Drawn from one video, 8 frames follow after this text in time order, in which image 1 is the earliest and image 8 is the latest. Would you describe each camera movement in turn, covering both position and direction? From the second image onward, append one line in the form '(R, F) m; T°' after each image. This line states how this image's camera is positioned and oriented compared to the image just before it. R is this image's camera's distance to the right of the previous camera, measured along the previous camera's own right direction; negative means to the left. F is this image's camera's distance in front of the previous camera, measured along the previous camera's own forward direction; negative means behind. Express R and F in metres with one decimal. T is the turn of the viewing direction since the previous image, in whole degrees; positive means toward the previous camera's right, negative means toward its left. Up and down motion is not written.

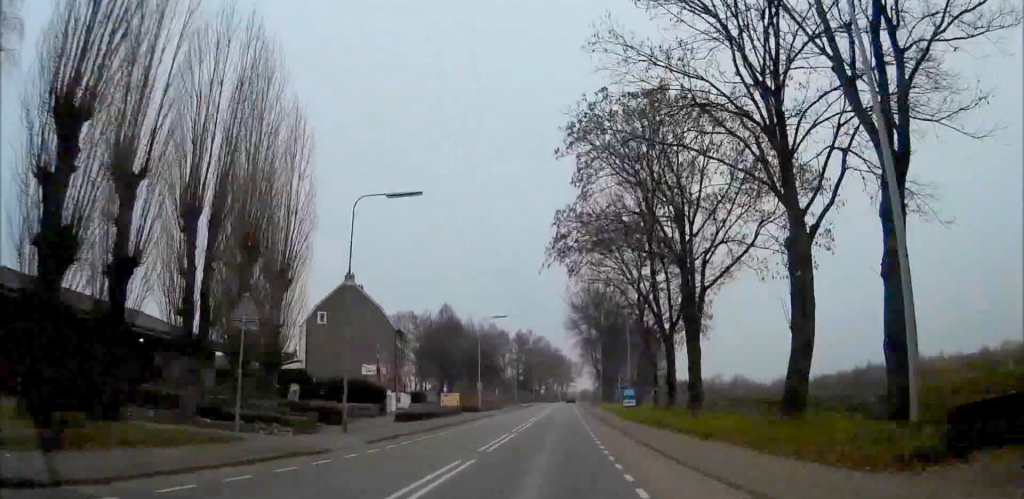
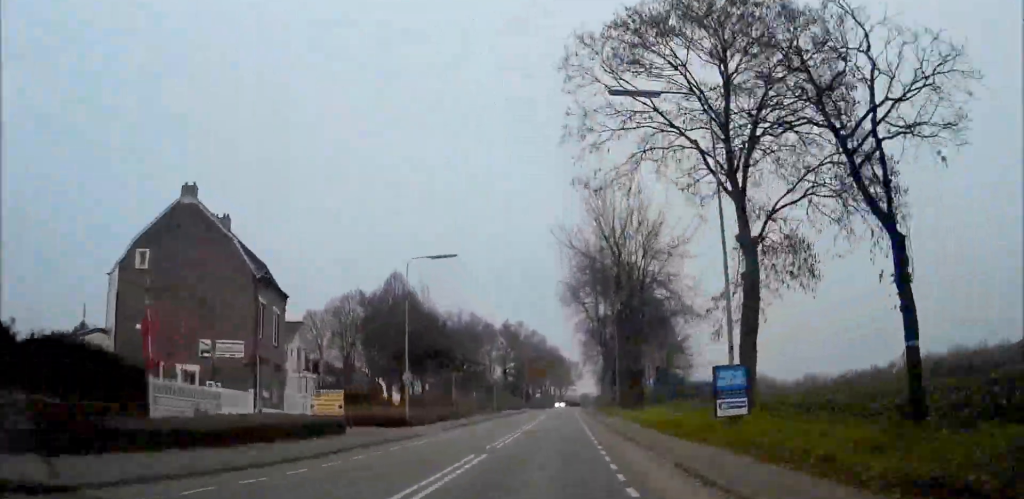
(+0.6, +31.6) m; +1°
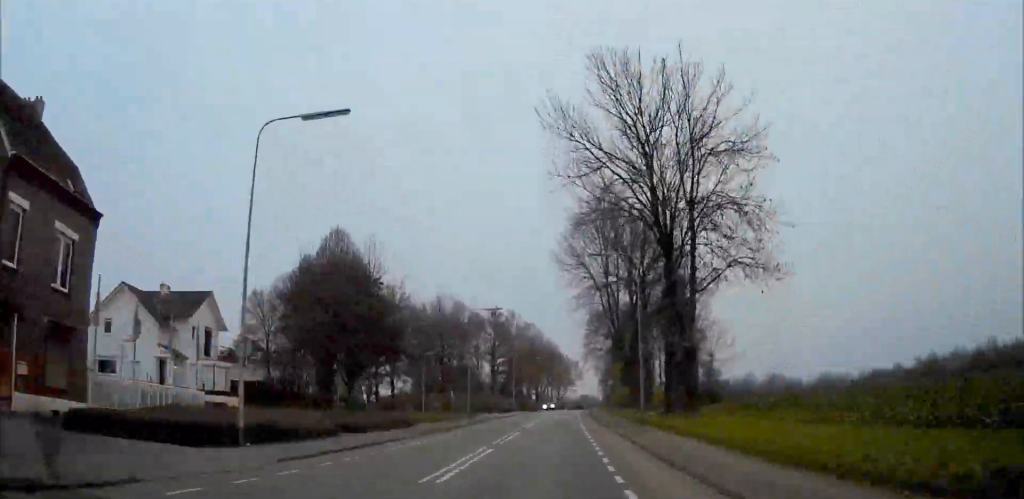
(+0.1, +20.4) m; 0°
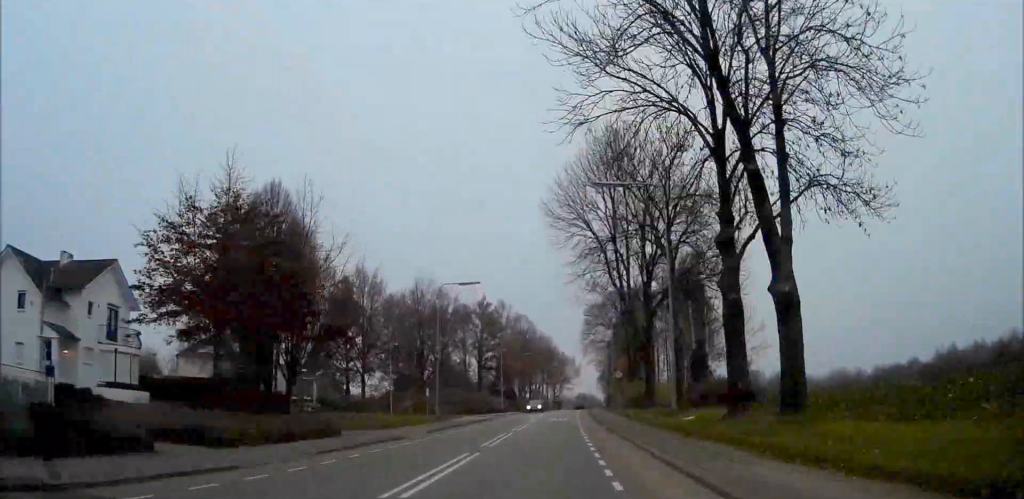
(+0.1, +13.3) m; 0°
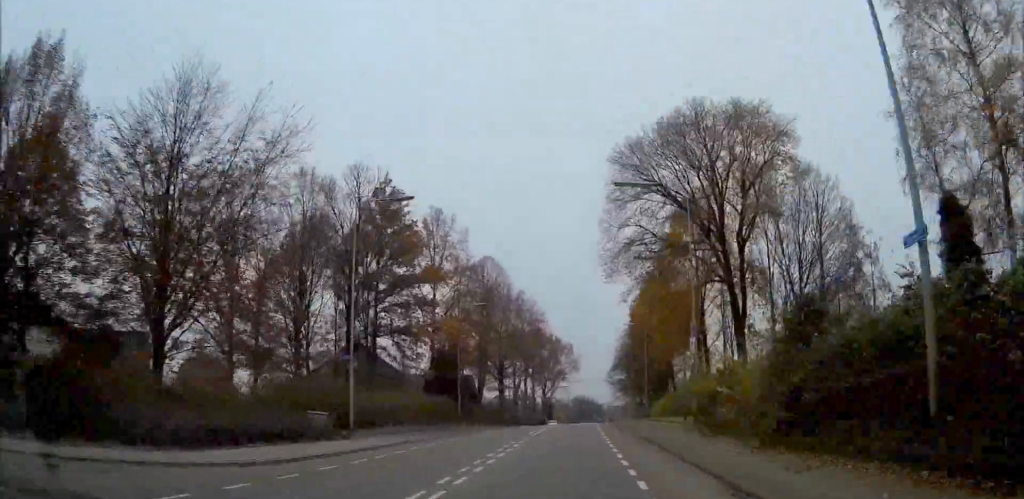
(-0.3, +62.1) m; 0°
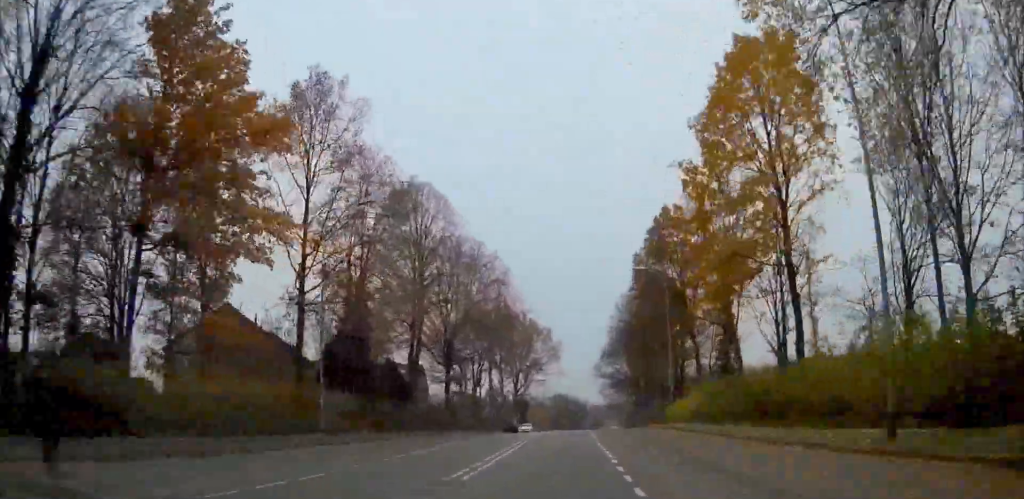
(+0.3, +28.4) m; 0°
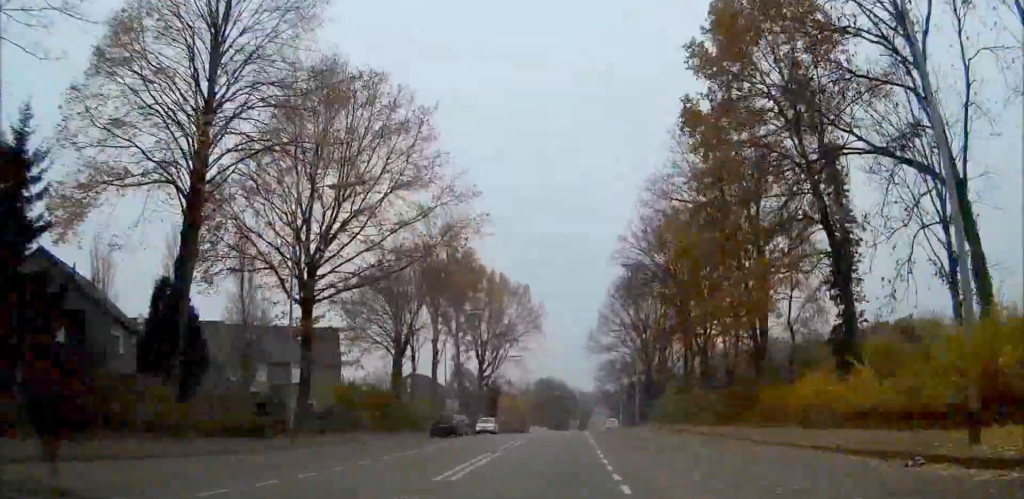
(0.0, +33.4) m; 0°
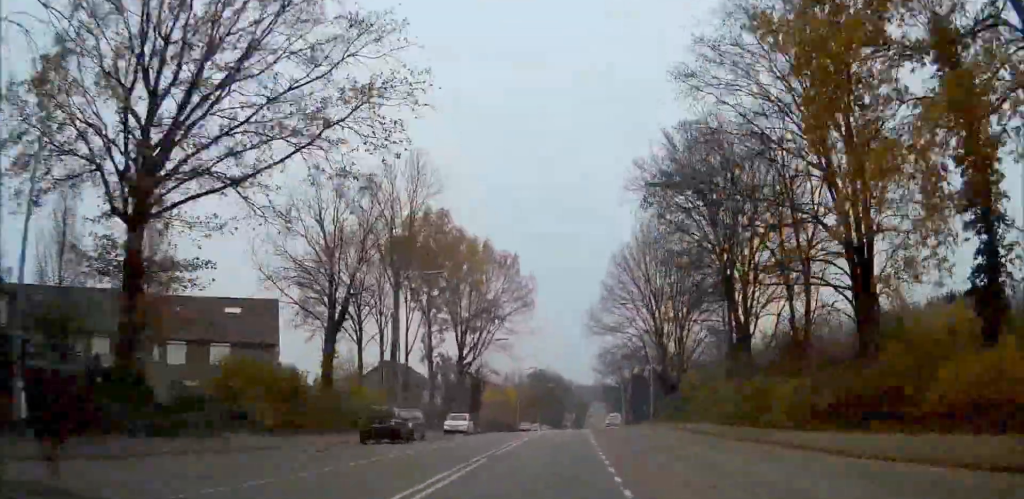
(+0.1, +14.2) m; 0°
